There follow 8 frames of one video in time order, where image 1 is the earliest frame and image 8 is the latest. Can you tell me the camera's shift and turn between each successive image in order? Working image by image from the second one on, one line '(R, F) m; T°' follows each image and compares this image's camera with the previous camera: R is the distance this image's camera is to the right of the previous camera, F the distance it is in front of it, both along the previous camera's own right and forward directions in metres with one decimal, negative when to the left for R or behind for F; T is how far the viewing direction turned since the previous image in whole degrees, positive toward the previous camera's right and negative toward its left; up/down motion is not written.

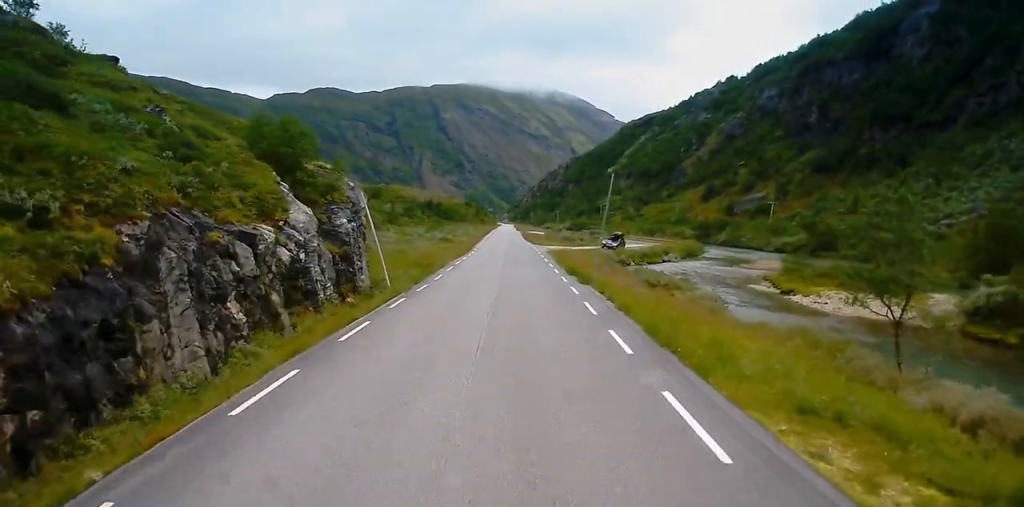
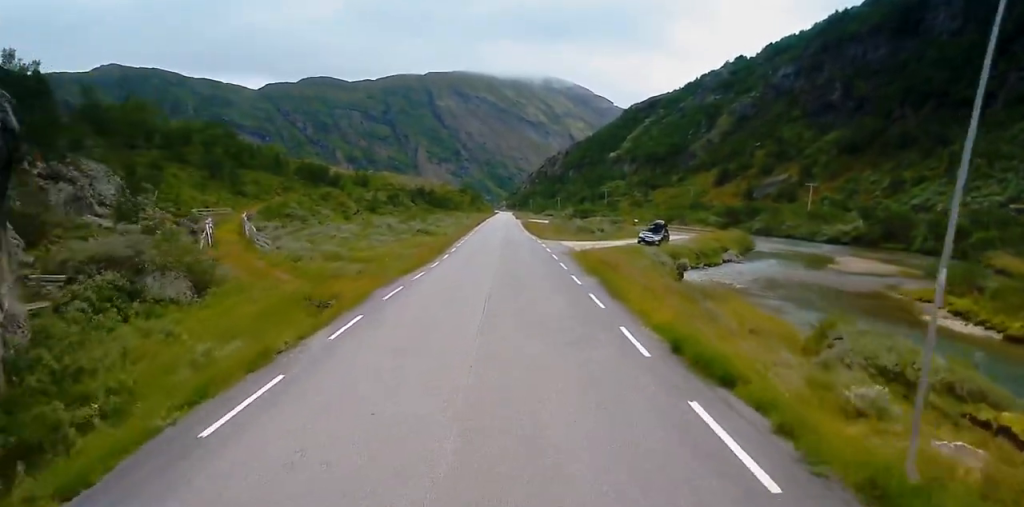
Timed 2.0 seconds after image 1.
(0.0, +24.7) m; 0°
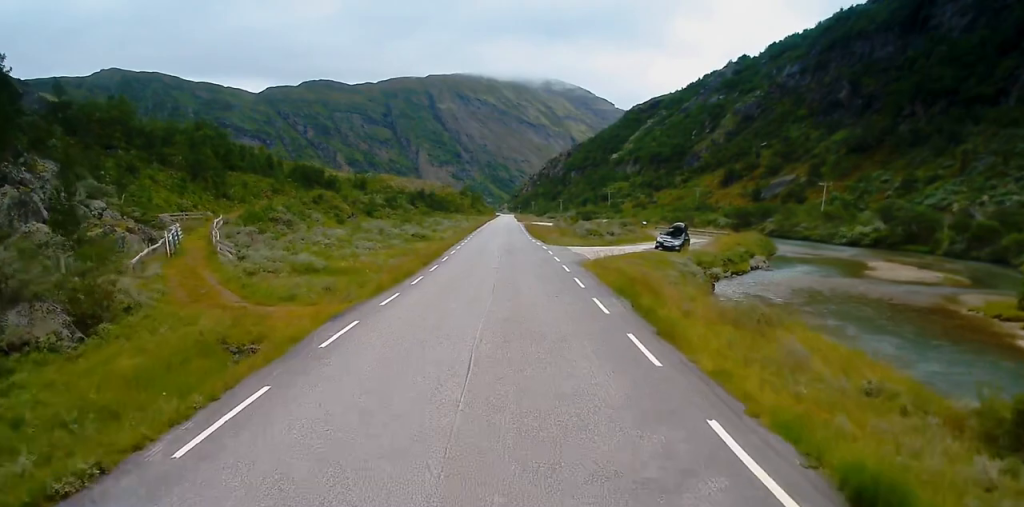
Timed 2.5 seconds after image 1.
(-0.1, +6.6) m; 0°
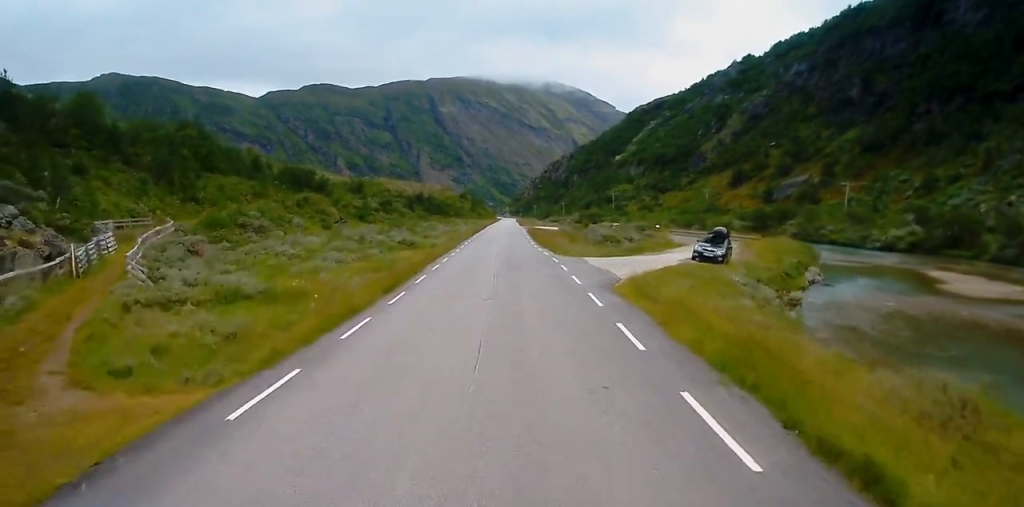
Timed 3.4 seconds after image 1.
(+0.1, +10.4) m; +1°
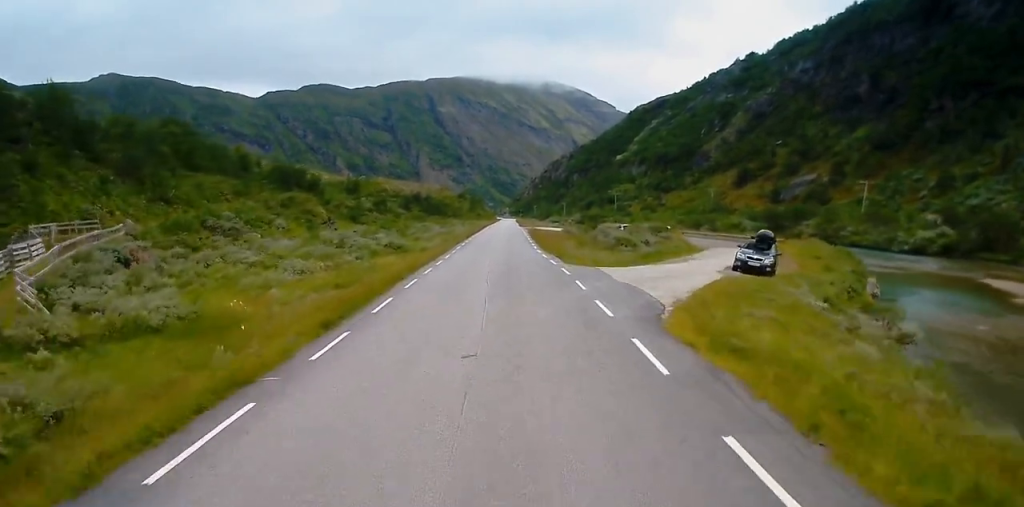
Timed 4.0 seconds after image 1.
(+0.1, +7.9) m; 0°
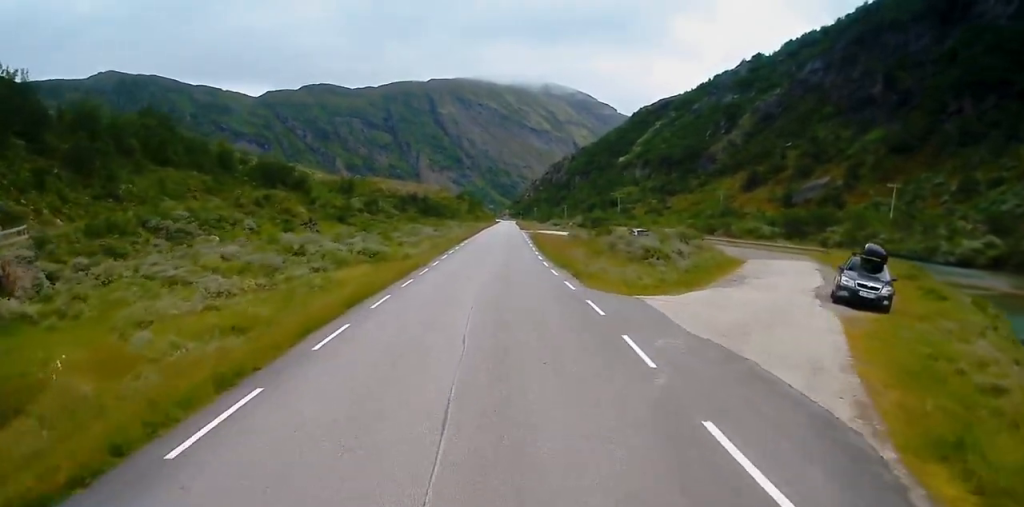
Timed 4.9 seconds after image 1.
(-0.1, +11.2) m; -1°
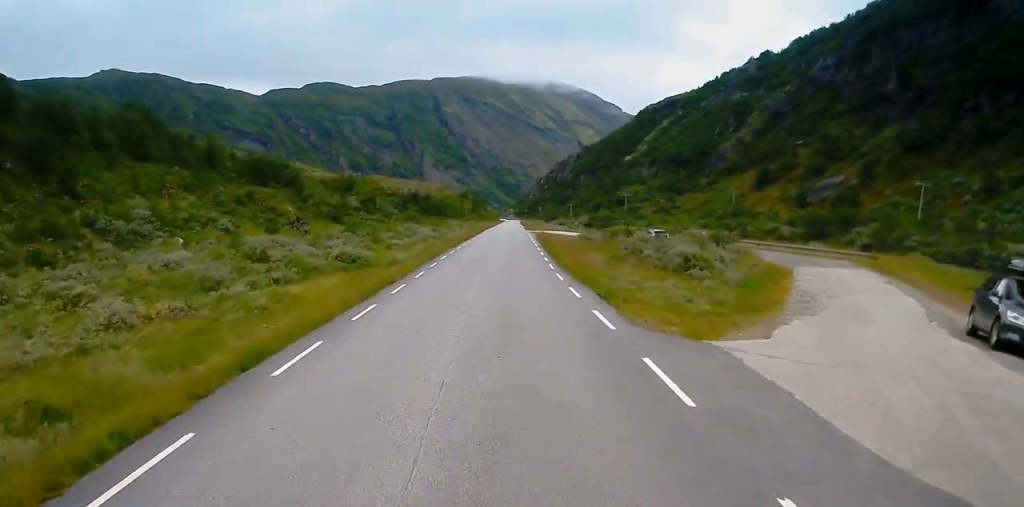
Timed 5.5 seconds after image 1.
(-0.1, +8.4) m; -1°
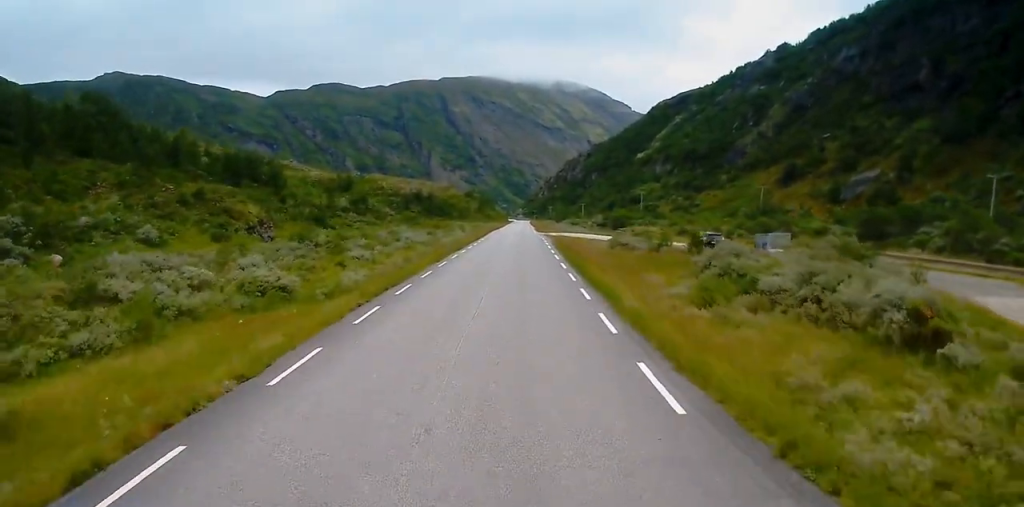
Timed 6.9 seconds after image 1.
(-0.2, +18.4) m; 0°
